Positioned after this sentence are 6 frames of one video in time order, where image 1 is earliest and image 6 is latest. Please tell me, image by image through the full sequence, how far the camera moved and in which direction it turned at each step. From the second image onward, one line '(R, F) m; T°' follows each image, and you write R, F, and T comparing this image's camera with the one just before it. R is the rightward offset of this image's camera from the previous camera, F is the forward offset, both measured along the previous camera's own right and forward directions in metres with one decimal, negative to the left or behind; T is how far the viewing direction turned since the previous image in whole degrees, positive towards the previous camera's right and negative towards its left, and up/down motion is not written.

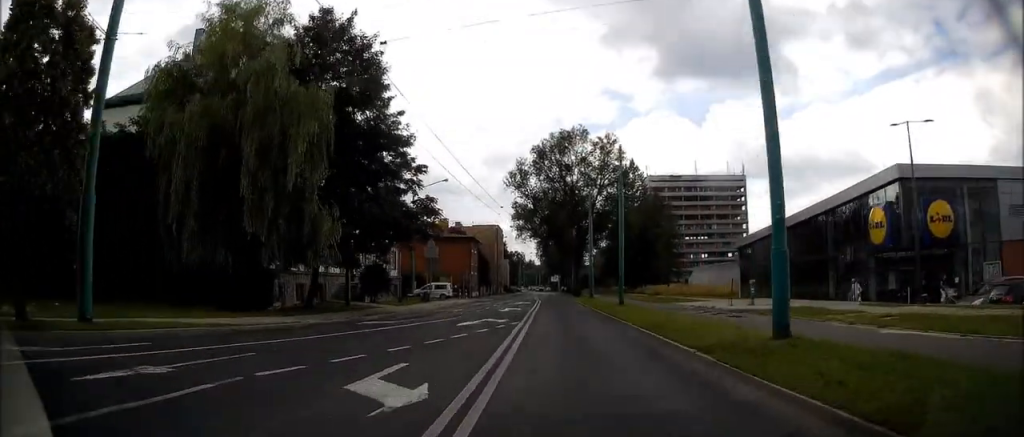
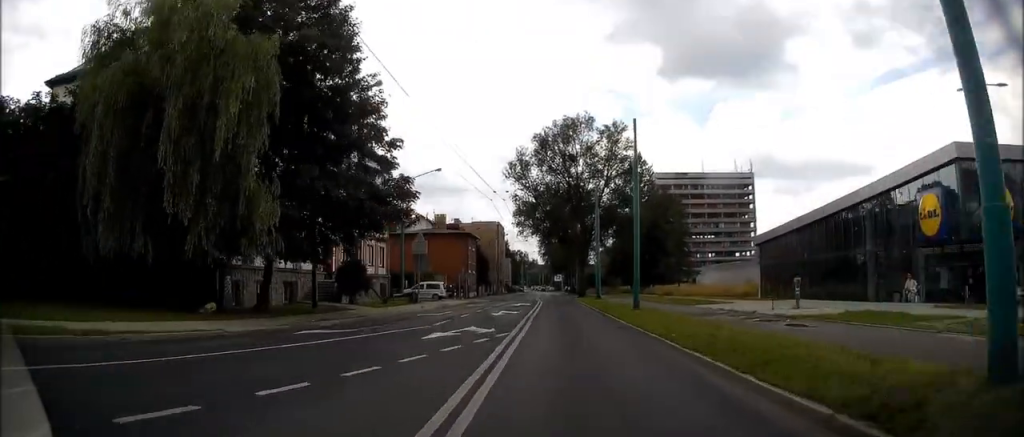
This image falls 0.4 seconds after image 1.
(-0.1, +5.5) m; -1°
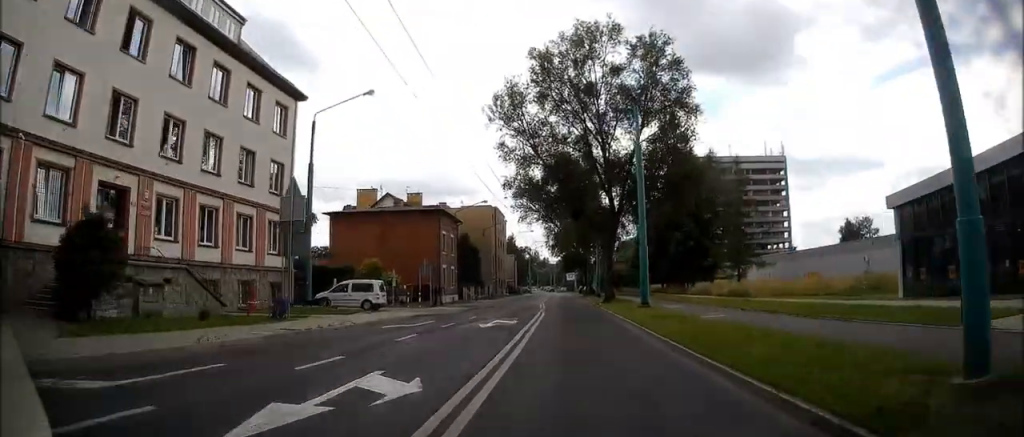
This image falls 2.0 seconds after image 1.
(-0.5, +23.6) m; -2°
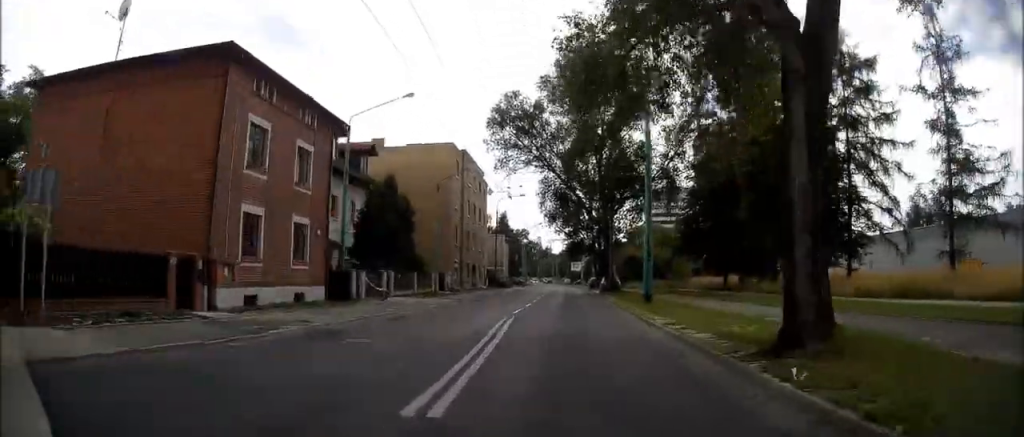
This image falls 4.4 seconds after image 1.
(0.0, +35.1) m; 0°
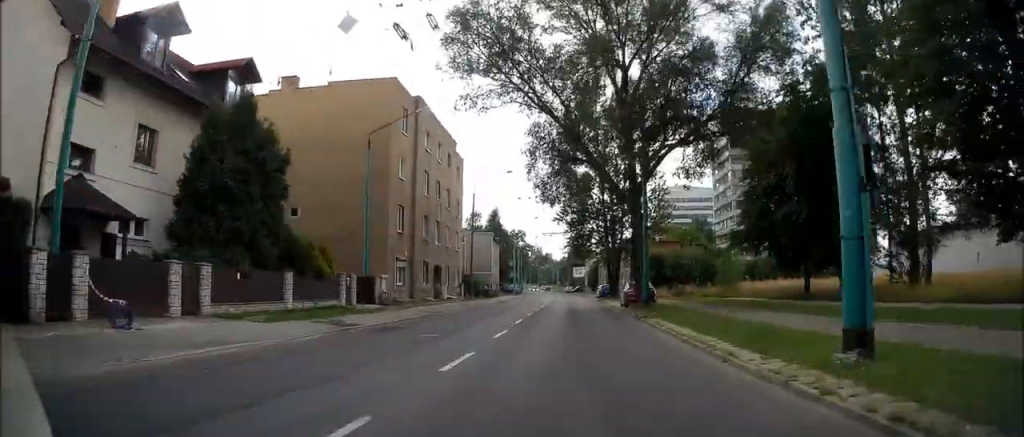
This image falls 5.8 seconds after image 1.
(+0.2, +20.6) m; +1°
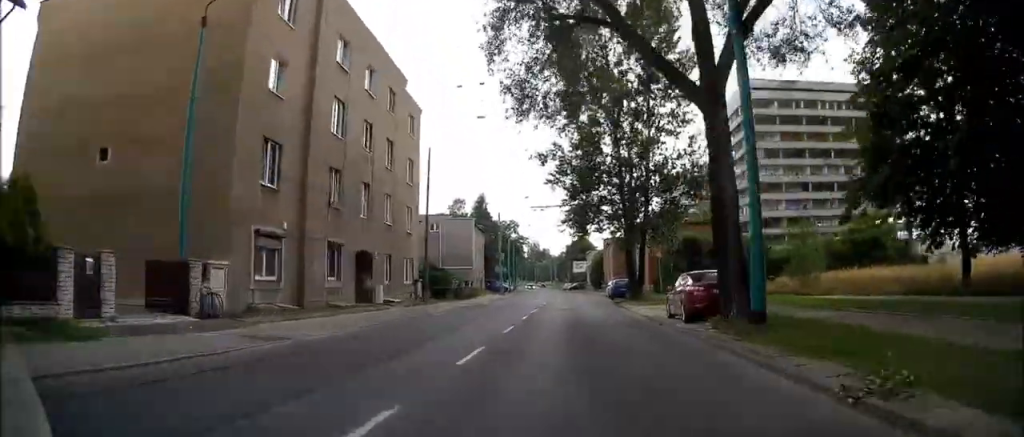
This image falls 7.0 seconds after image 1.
(0.0, +17.8) m; 0°
